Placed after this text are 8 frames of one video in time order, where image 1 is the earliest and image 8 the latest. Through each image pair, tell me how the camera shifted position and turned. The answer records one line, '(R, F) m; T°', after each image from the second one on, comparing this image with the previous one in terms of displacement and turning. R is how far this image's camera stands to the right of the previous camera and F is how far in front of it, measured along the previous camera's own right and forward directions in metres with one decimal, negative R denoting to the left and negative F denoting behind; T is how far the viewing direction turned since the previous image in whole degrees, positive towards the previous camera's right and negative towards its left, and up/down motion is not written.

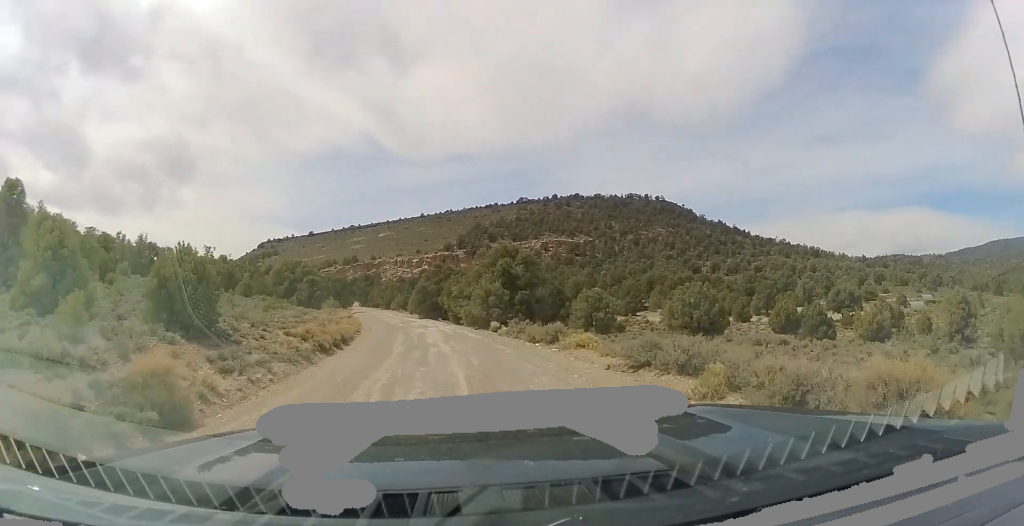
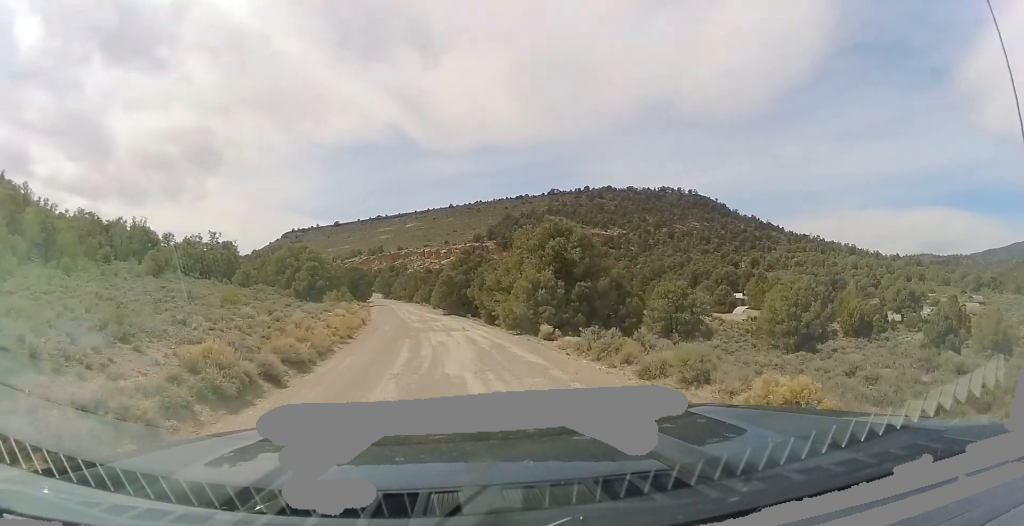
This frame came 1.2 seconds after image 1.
(-0.4, +9.6) m; -5°
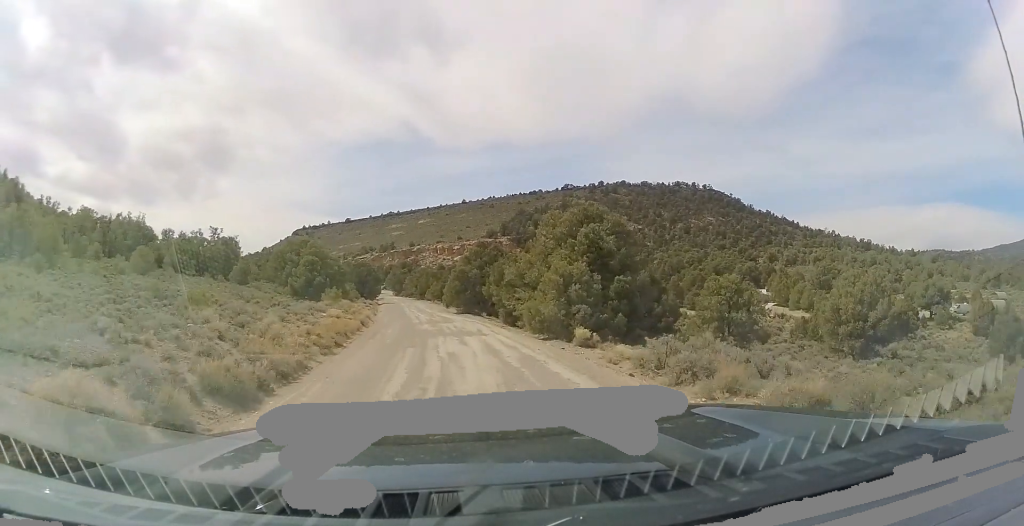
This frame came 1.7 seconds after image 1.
(+0.1, +4.3) m; -2°
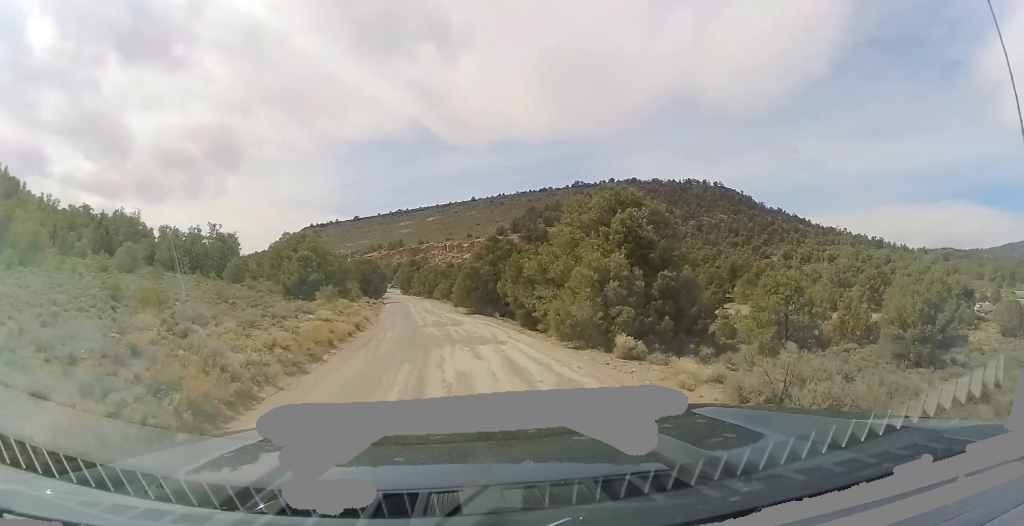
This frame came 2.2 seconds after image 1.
(-0.2, +3.9) m; -2°
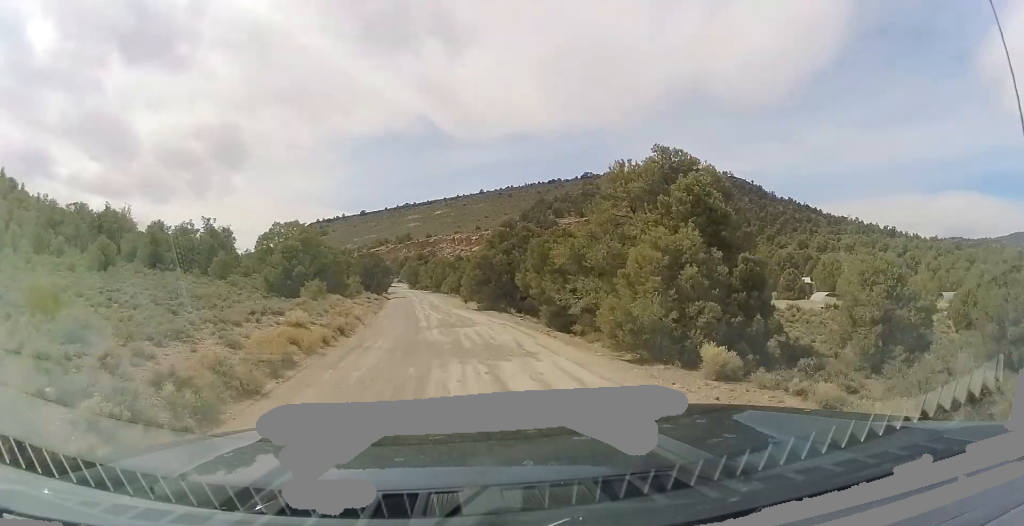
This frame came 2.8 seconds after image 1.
(-0.1, +5.0) m; -2°
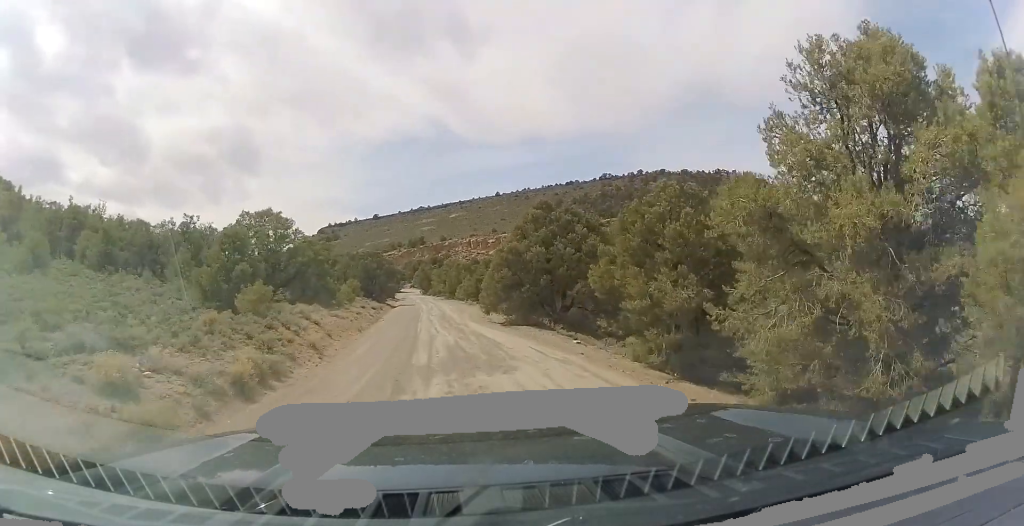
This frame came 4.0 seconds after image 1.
(0.0, +10.4) m; 0°
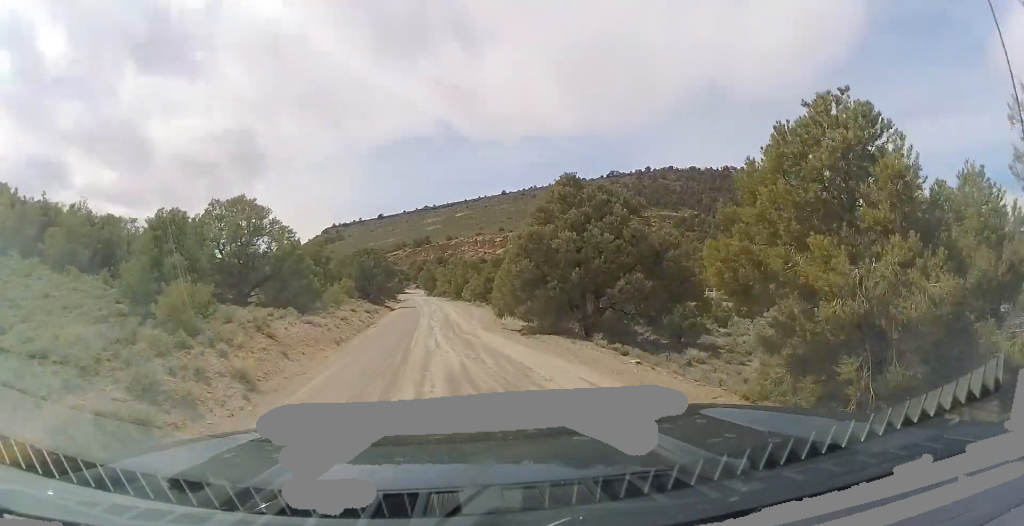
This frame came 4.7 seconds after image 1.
(0.0, +5.8) m; 0°
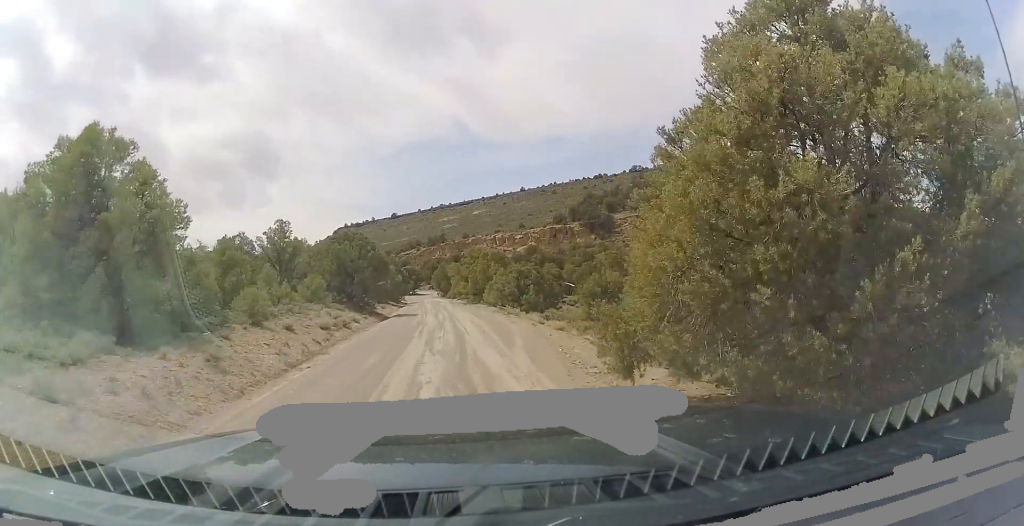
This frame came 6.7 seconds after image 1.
(-0.1, +15.7) m; -1°
